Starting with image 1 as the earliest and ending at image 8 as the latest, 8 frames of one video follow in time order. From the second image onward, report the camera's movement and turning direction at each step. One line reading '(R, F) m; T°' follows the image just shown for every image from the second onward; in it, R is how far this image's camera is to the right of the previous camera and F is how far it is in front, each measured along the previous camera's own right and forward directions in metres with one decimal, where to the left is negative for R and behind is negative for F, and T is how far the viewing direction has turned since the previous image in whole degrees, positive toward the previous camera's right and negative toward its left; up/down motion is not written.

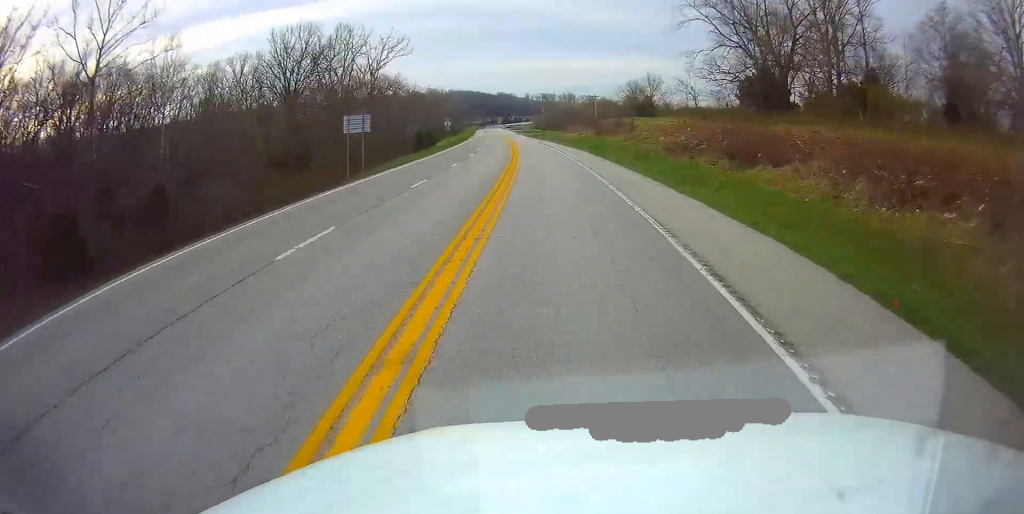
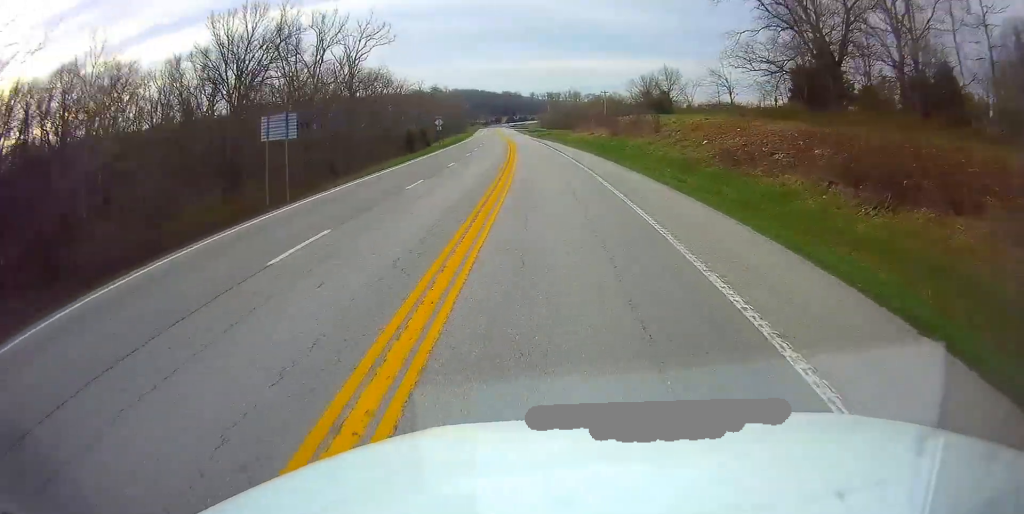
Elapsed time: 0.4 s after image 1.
(-0.2, +12.5) m; -1°
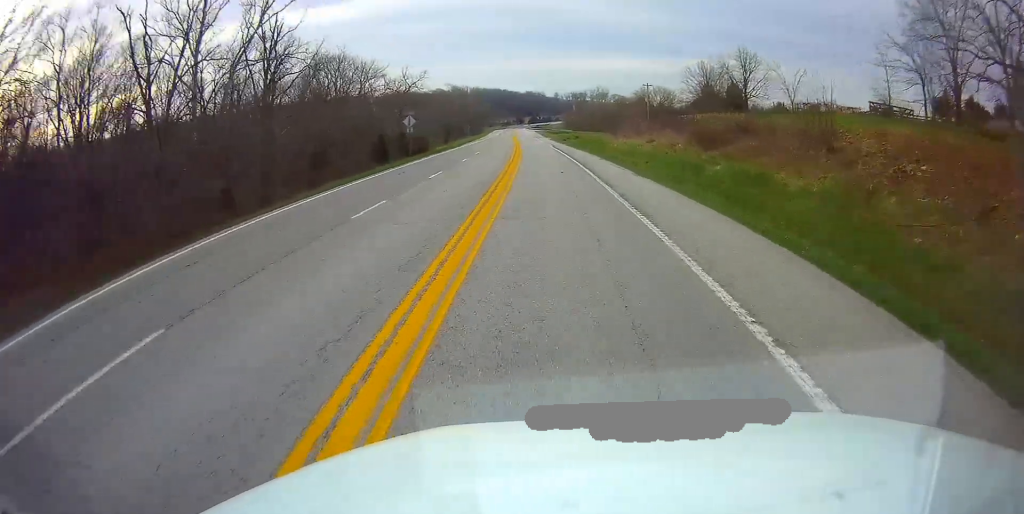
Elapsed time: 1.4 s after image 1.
(-0.4, +31.2) m; -2°
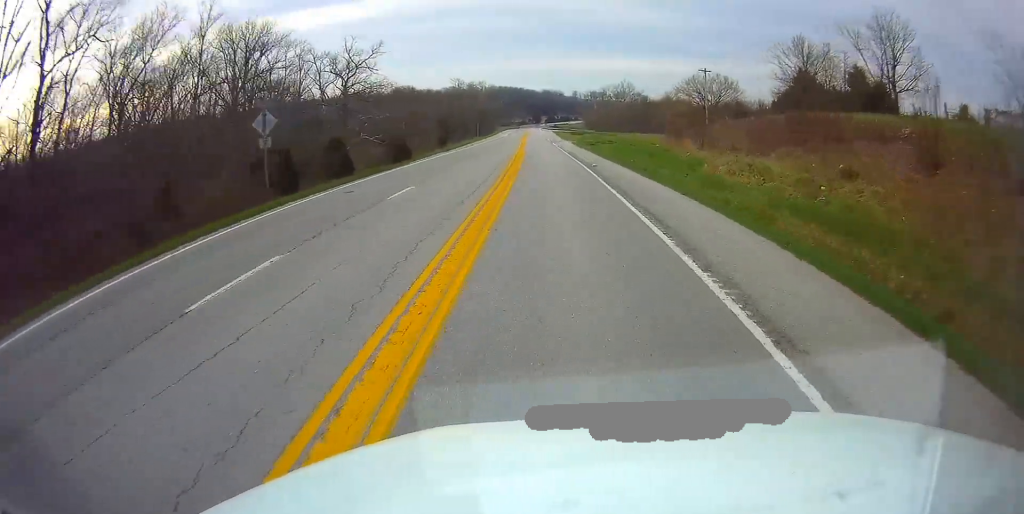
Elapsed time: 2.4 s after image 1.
(-0.5, +32.3) m; -1°
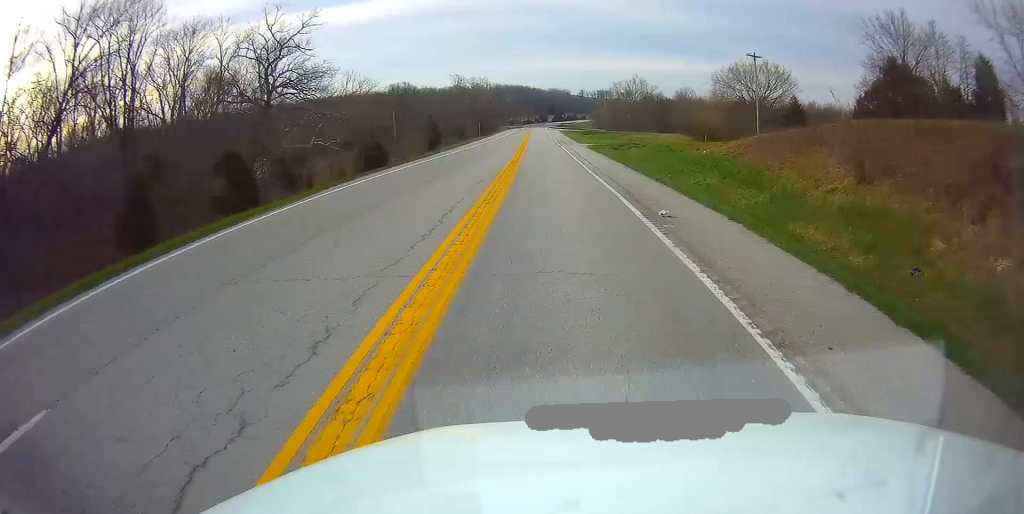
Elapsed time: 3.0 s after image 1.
(-0.1, +18.8) m; 0°
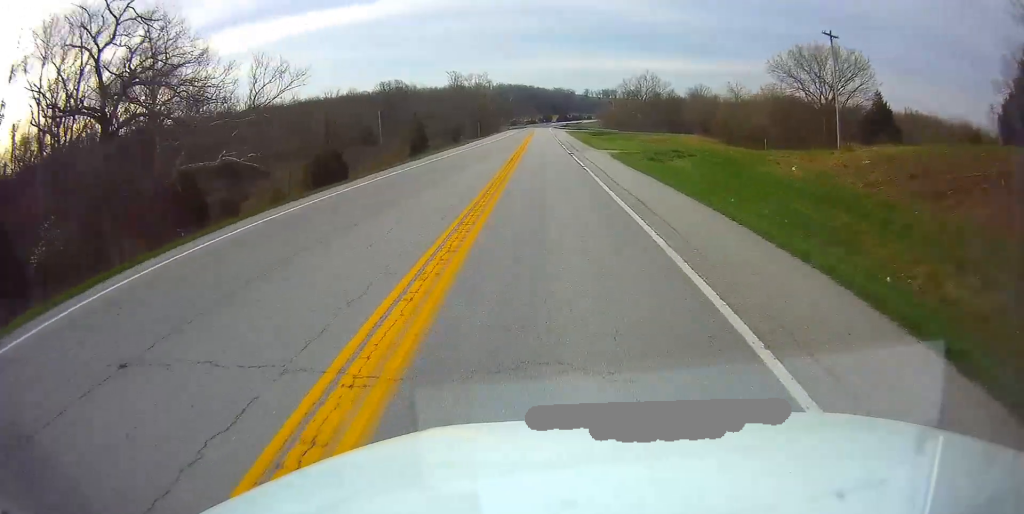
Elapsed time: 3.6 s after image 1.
(-0.1, +18.8) m; 0°
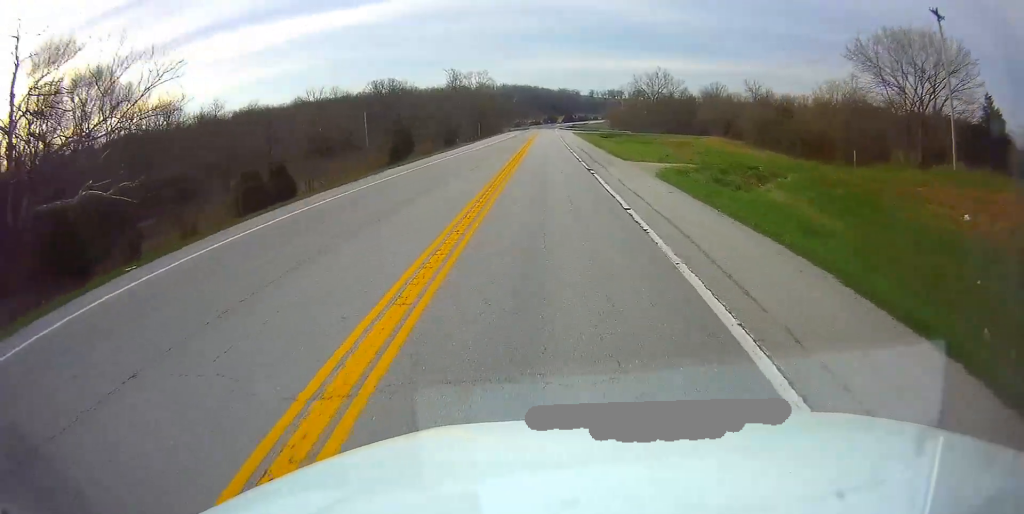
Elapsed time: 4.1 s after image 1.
(0.0, +15.6) m; 0°
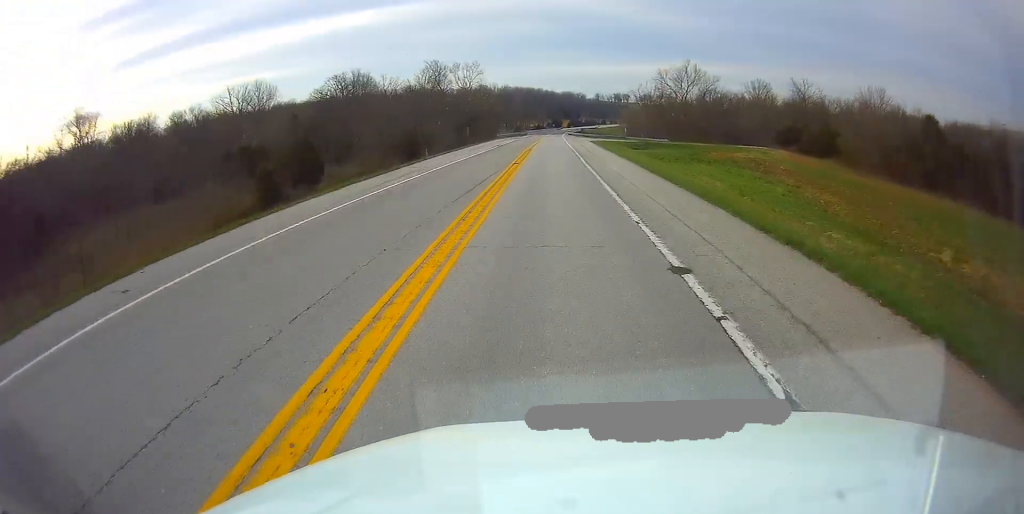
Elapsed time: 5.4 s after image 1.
(-0.1, +40.6) m; 0°
